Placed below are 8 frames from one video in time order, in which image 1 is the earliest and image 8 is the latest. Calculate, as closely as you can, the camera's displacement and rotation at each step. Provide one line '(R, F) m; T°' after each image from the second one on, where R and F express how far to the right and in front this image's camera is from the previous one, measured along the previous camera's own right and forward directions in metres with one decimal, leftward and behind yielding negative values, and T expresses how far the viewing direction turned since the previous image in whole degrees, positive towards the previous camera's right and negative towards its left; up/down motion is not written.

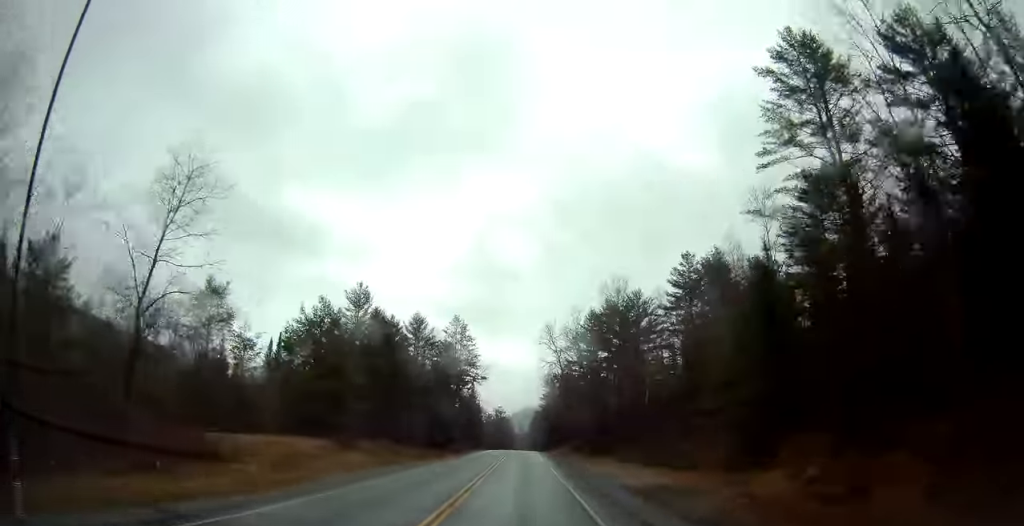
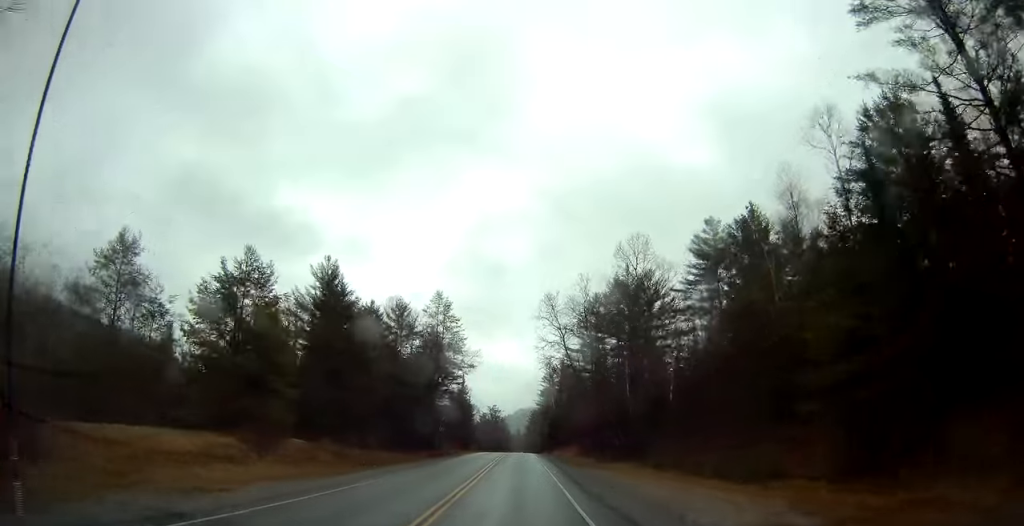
(+0.2, +13.7) m; 0°
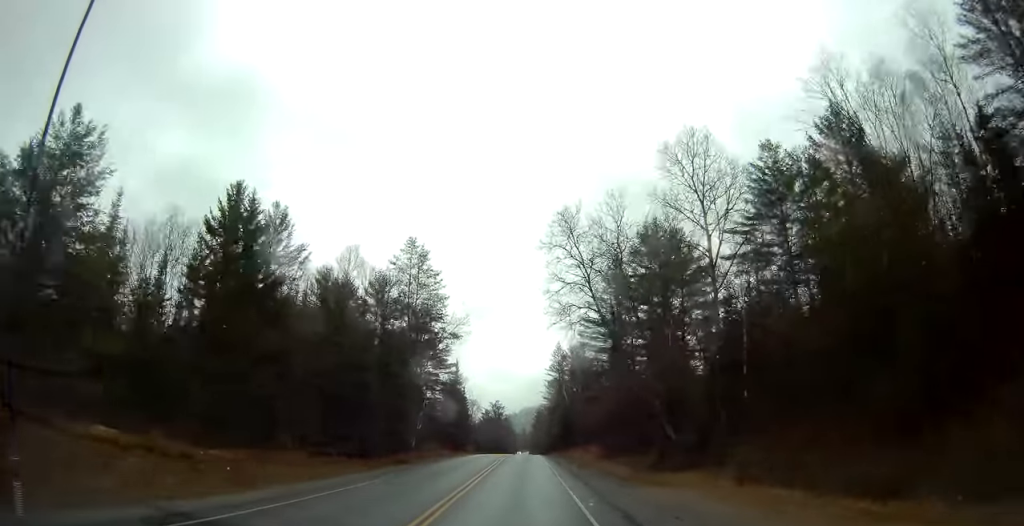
(+0.1, +18.7) m; 0°
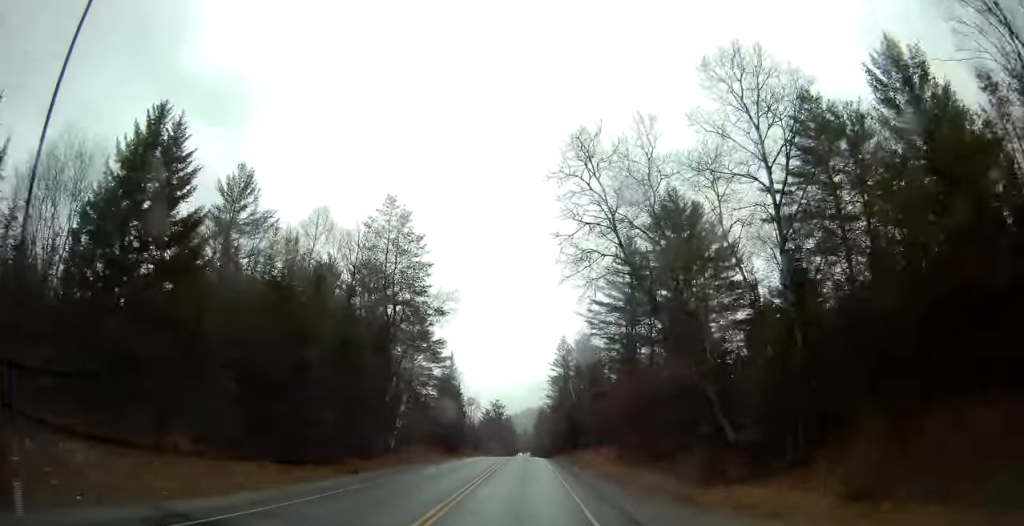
(0.0, +9.3) m; 0°
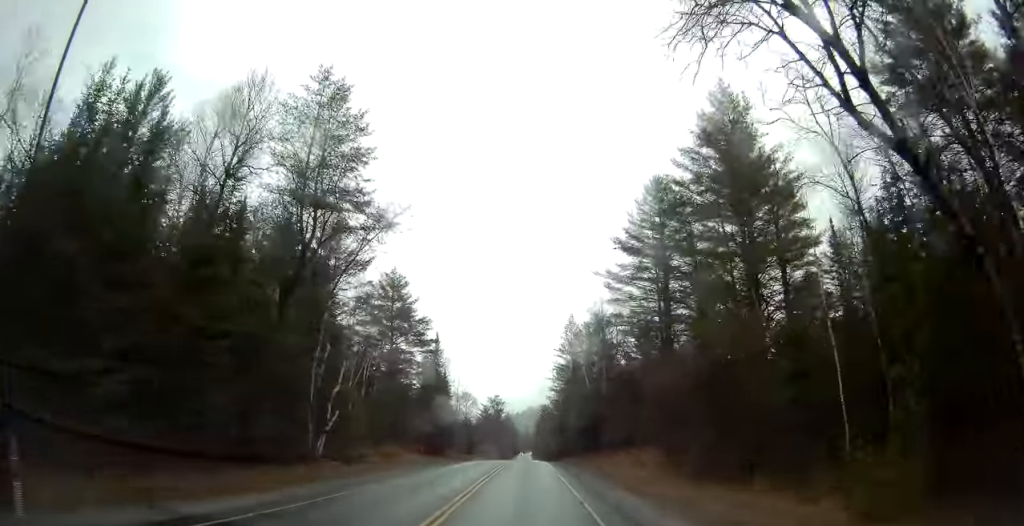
(0.0, +16.3) m; 0°
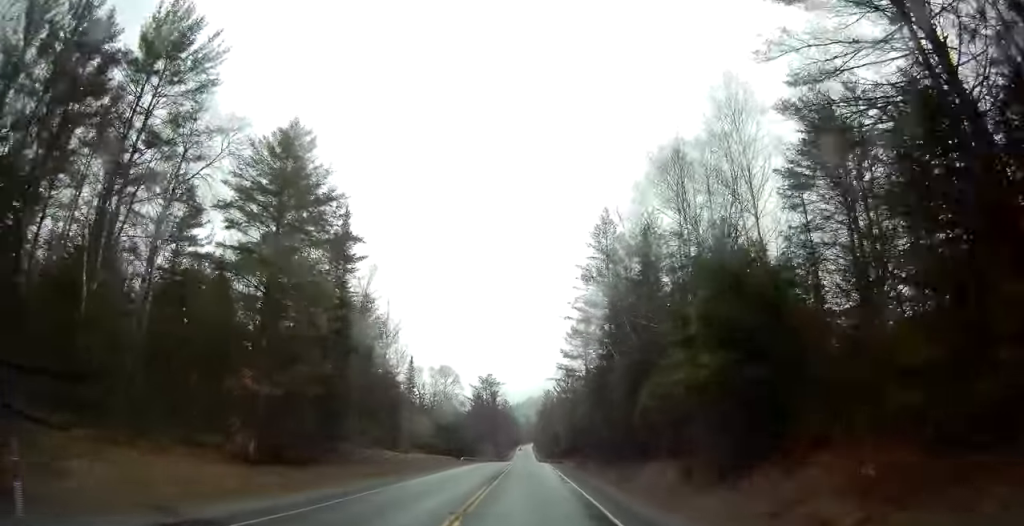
(-0.2, +39.4) m; 0°
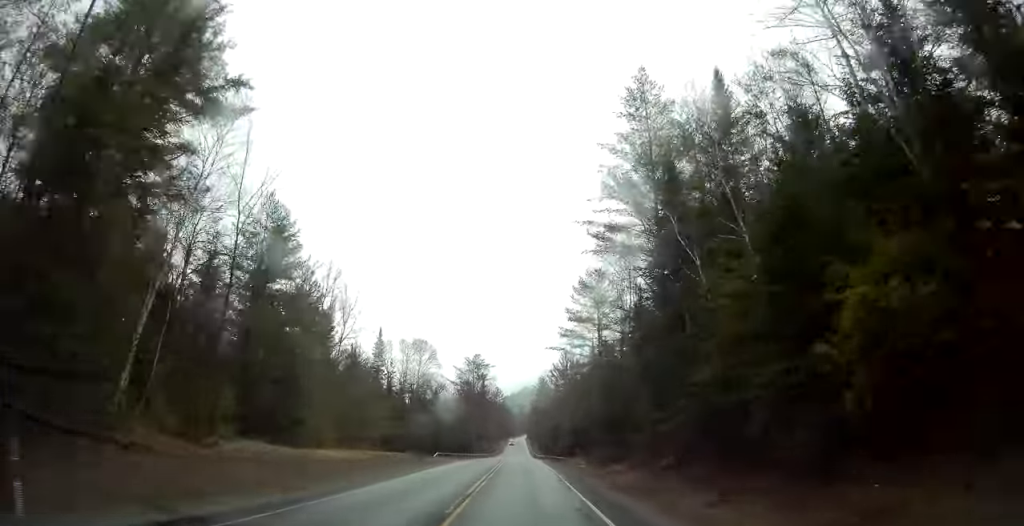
(+0.1, +20.1) m; +1°
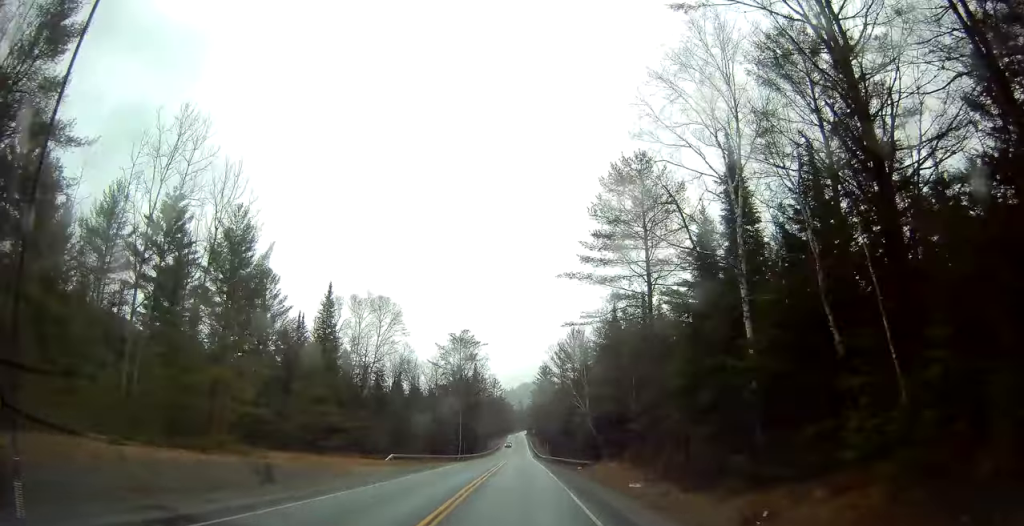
(+0.2, +24.7) m; +1°
